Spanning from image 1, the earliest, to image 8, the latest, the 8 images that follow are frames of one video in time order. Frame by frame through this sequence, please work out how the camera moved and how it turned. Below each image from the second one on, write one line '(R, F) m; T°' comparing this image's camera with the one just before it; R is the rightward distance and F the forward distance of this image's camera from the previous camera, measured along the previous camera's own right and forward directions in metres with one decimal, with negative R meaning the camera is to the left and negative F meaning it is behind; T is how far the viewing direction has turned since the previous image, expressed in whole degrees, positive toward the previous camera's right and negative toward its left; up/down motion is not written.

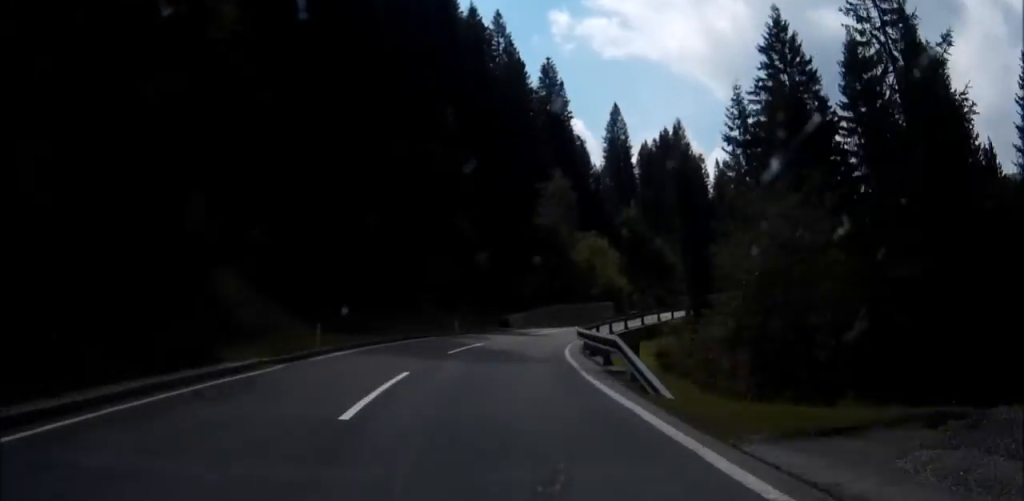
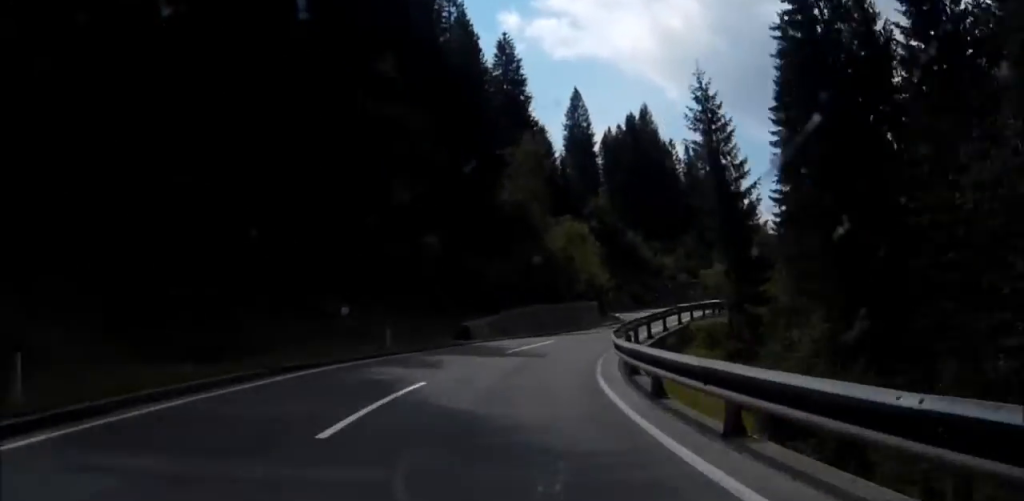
(+0.1, +13.8) m; +5°
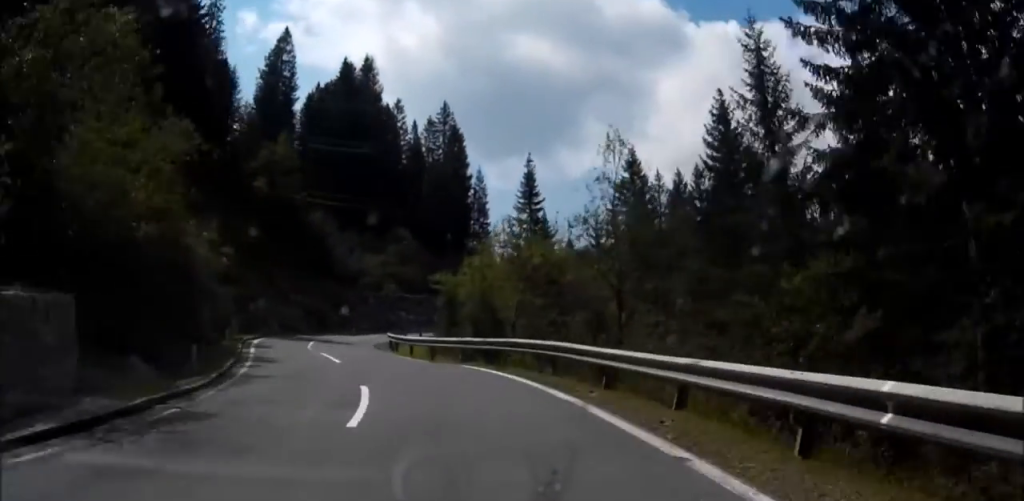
(+5.7, +42.1) m; +11°
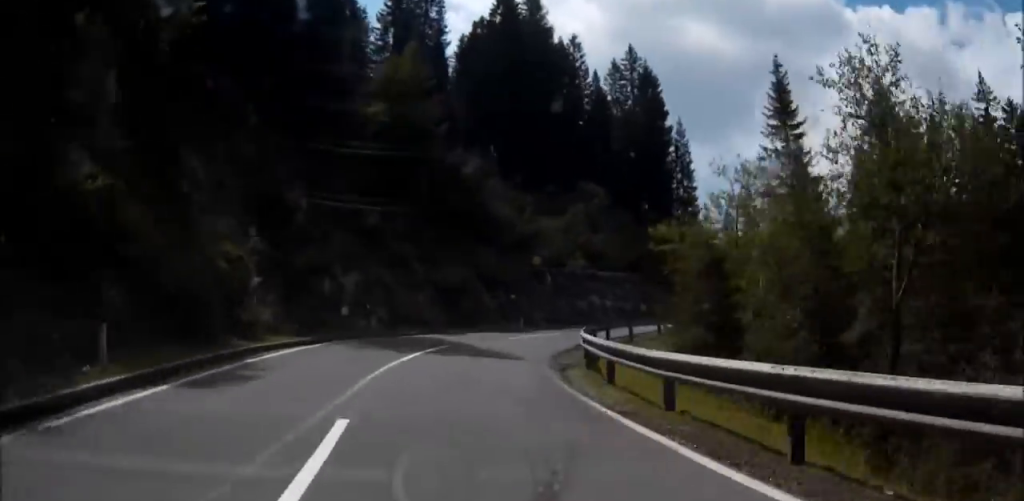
(-1.7, +20.7) m; +6°
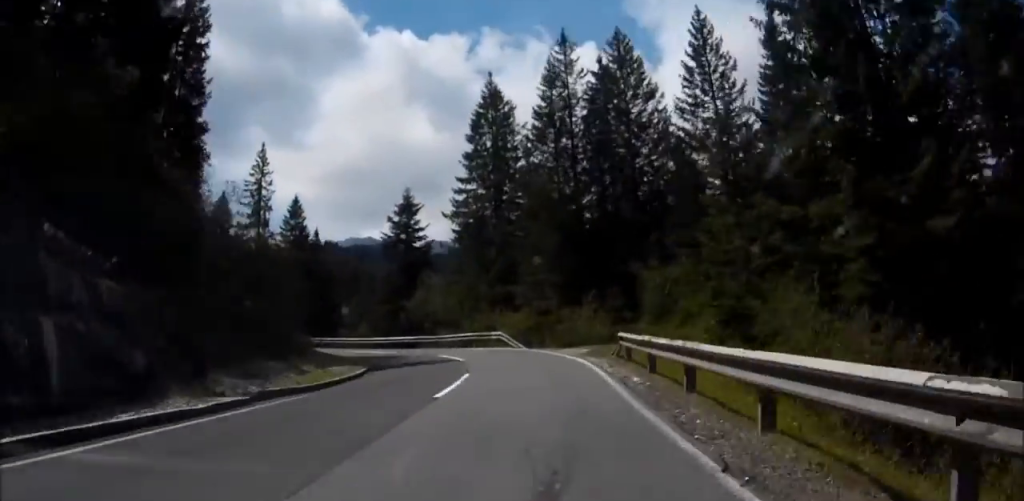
(+9.4, +45.0) m; +12°
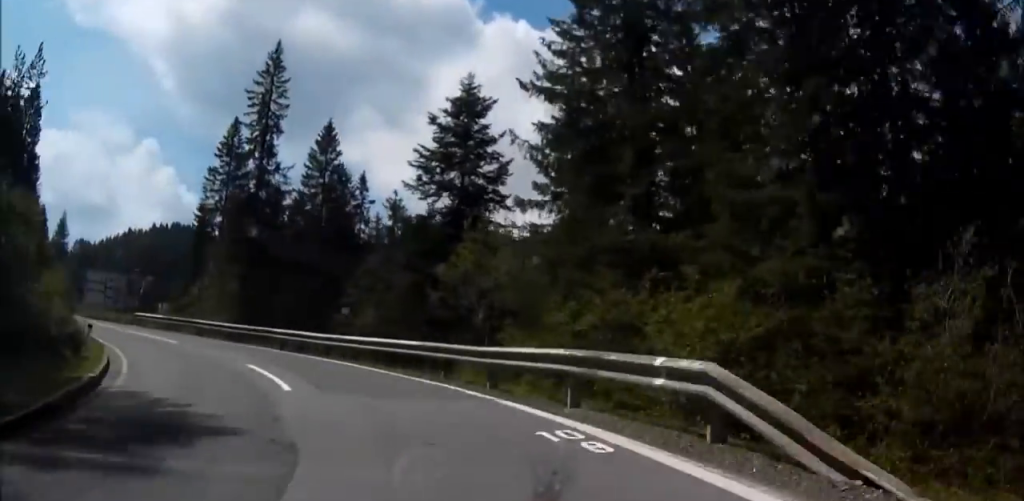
(0.0, +26.6) m; -2°
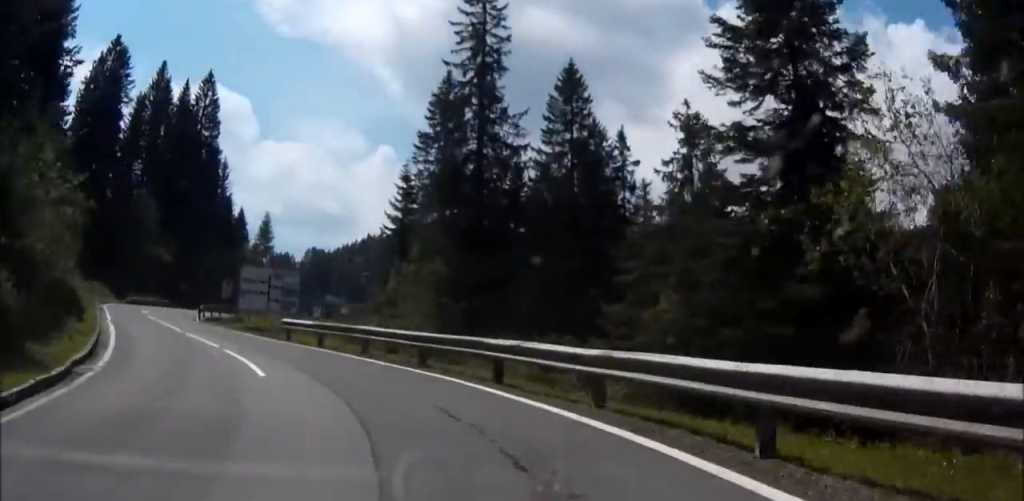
(+0.2, +13.3) m; -9°
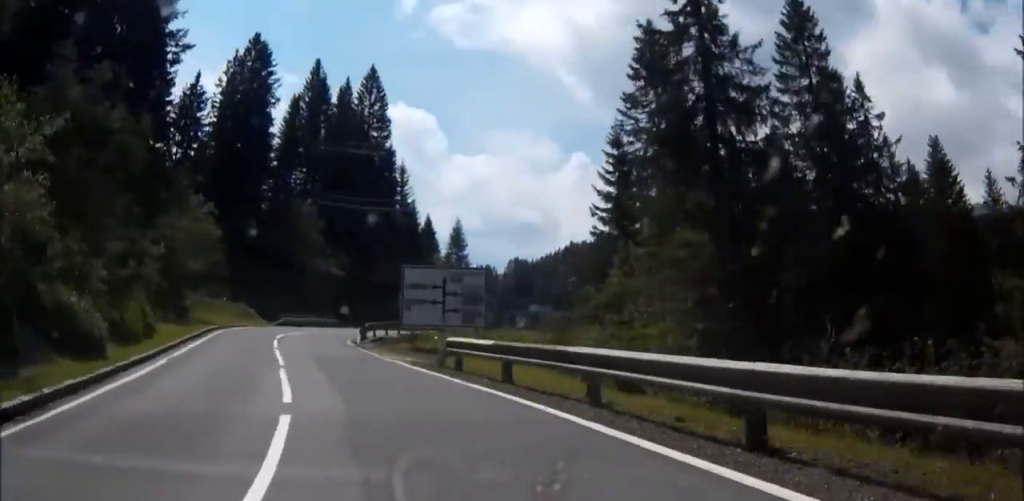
(+0.2, +9.3) m; -6°
